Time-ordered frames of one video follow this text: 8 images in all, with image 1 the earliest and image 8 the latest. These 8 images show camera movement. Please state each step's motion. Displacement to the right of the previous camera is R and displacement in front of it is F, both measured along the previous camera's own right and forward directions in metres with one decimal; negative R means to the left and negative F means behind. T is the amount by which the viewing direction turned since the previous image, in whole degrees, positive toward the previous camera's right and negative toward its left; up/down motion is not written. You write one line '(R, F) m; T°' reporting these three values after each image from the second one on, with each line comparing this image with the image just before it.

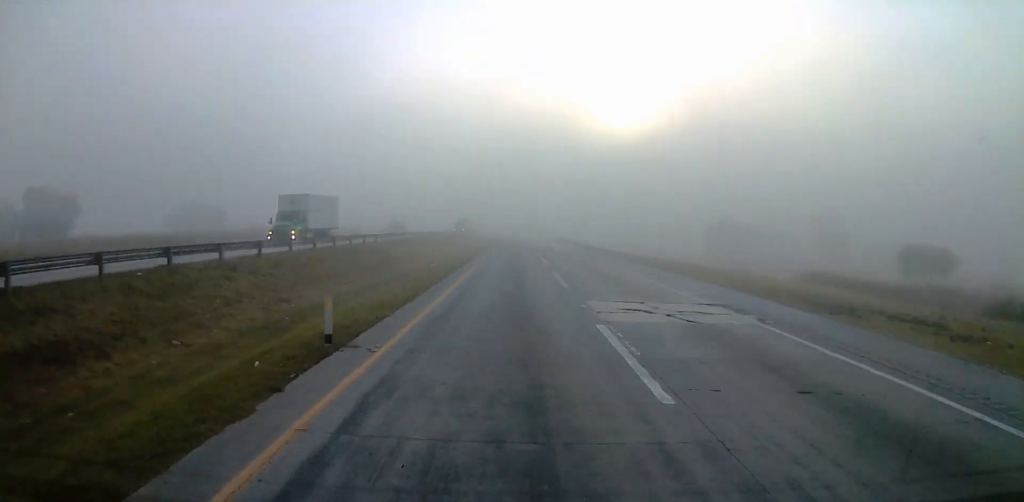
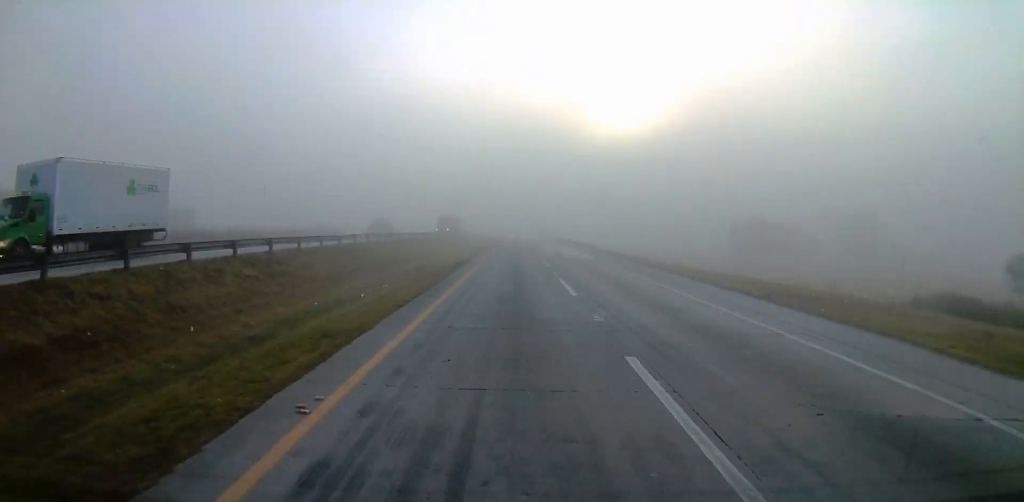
(0.0, +17.8) m; 0°
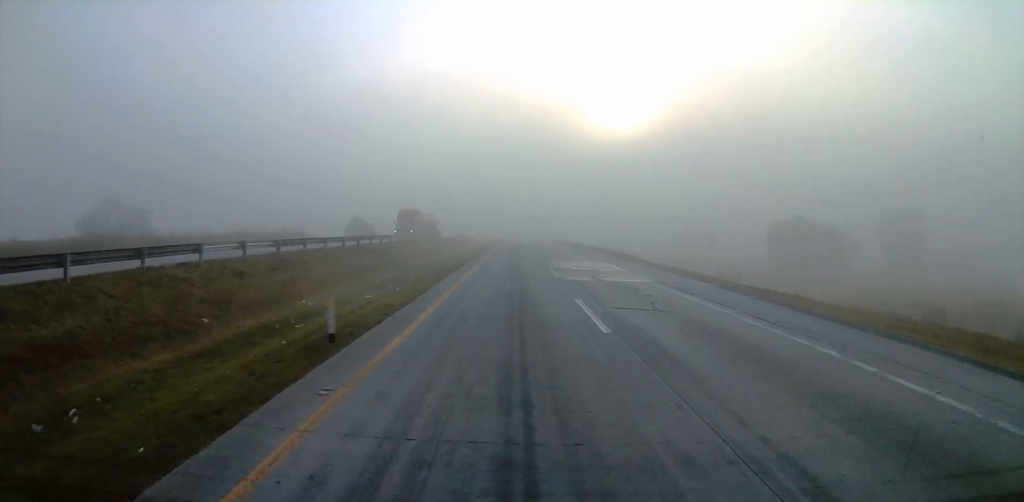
(0.0, +21.9) m; 0°
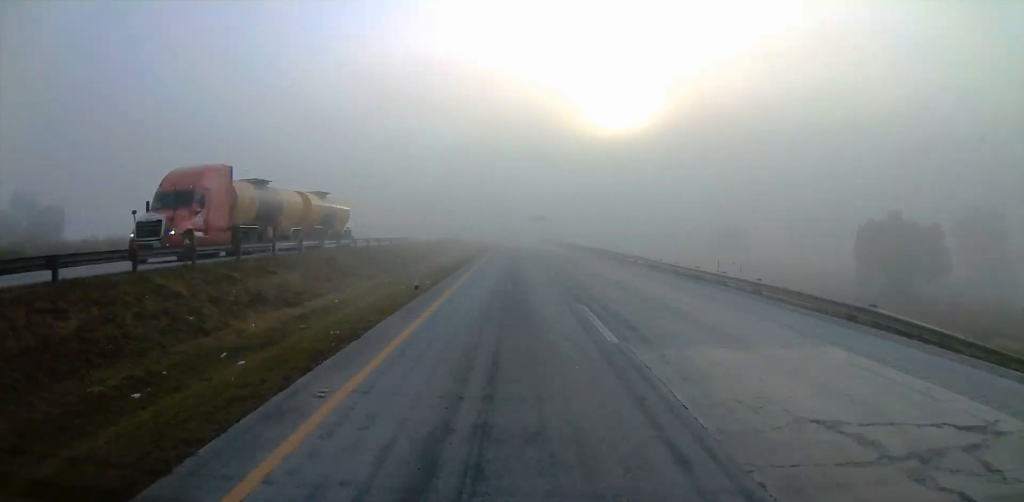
(-0.1, +31.3) m; 0°
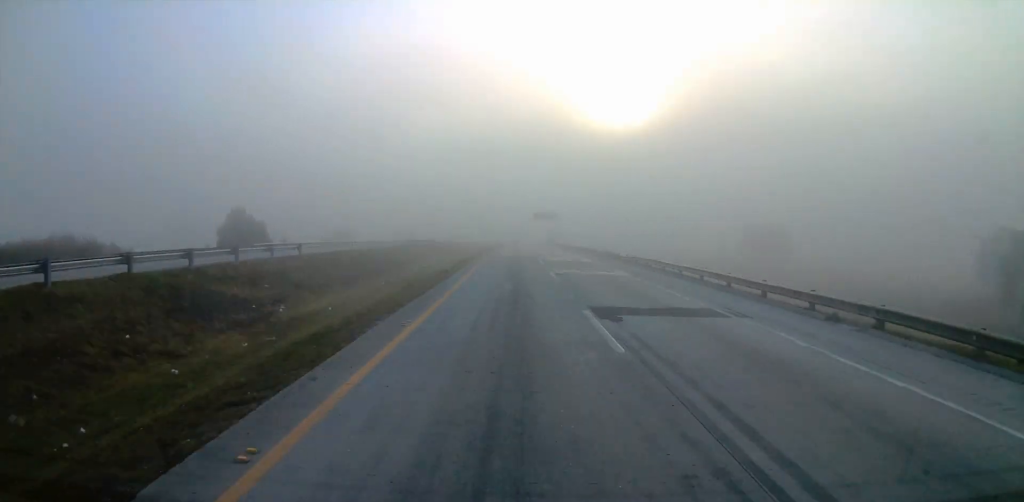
(+0.2, +30.9) m; +1°
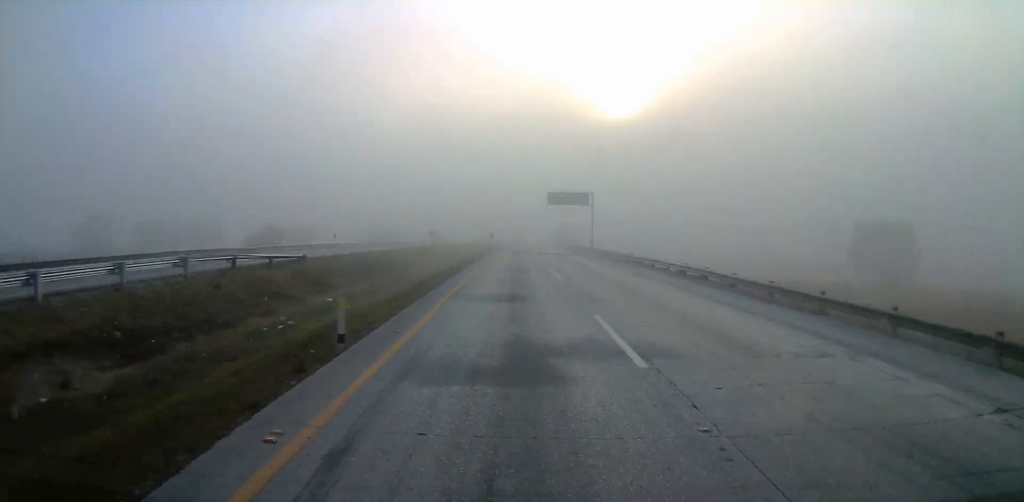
(-0.2, +57.6) m; -1°
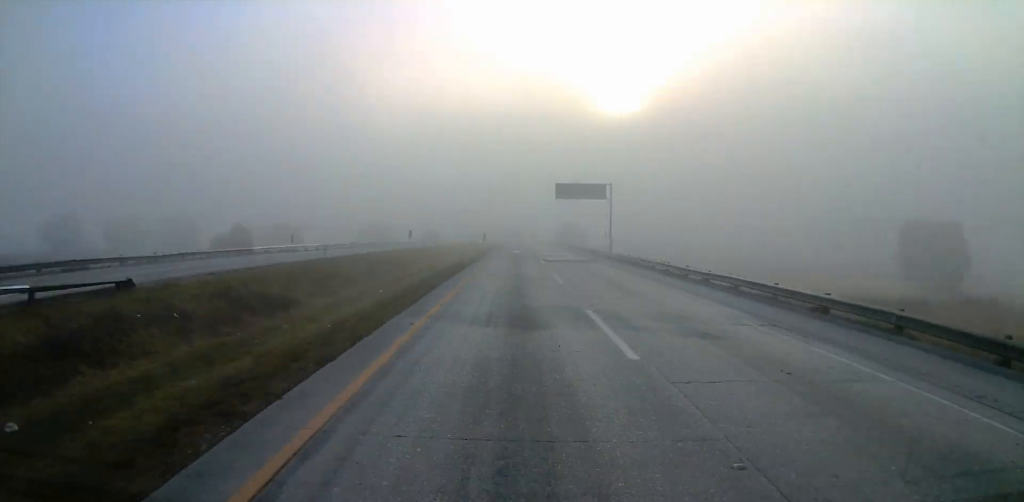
(0.0, +15.5) m; 0°
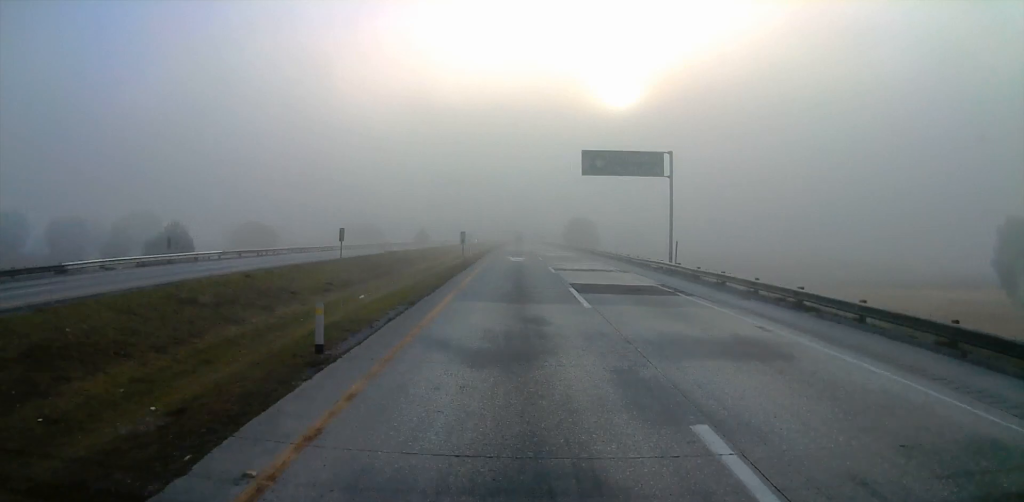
(0.0, +24.9) m; 0°
